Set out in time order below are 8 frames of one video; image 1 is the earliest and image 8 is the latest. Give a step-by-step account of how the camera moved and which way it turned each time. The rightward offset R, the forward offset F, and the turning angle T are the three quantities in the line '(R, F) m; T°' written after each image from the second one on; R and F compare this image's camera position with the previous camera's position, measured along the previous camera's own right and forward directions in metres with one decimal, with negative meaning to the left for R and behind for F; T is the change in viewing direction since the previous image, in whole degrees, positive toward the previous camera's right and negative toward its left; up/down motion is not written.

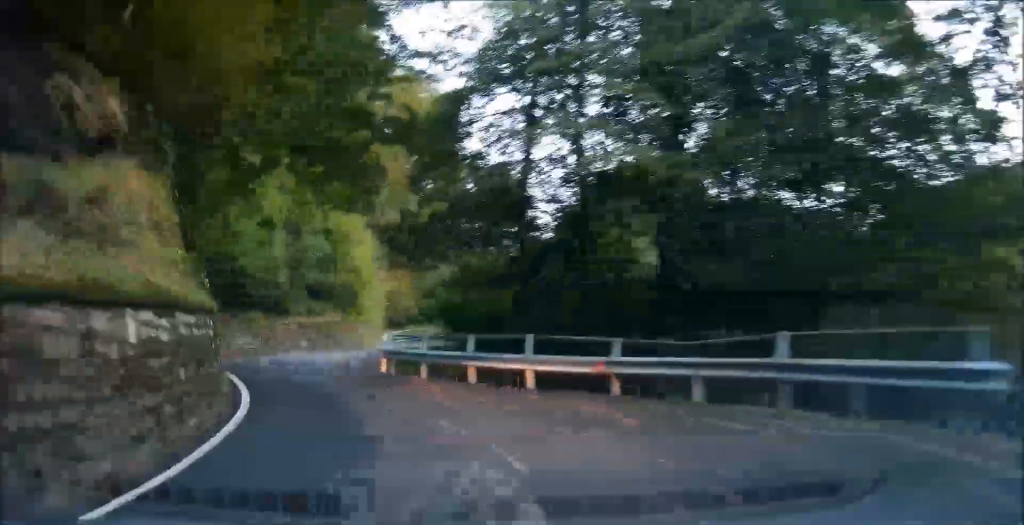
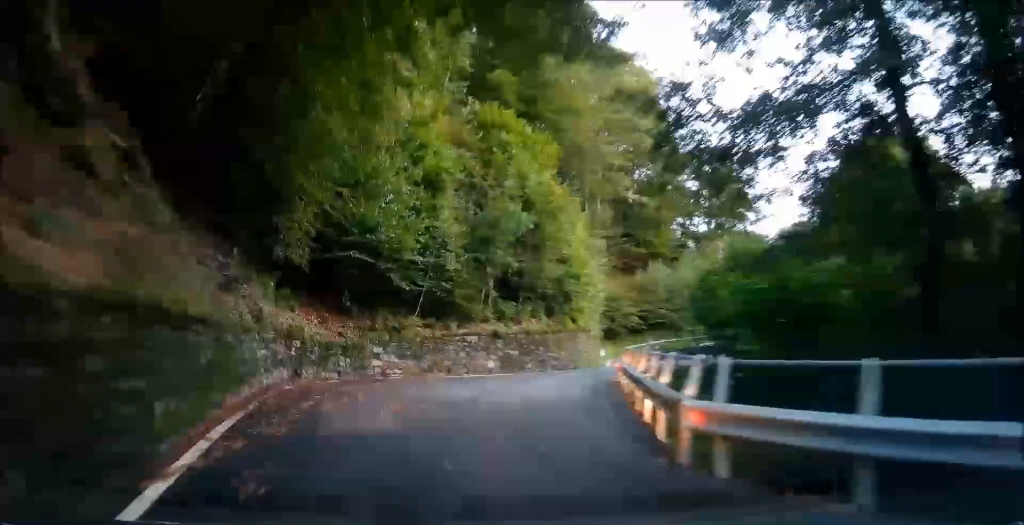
(-0.3, +13.0) m; -3°
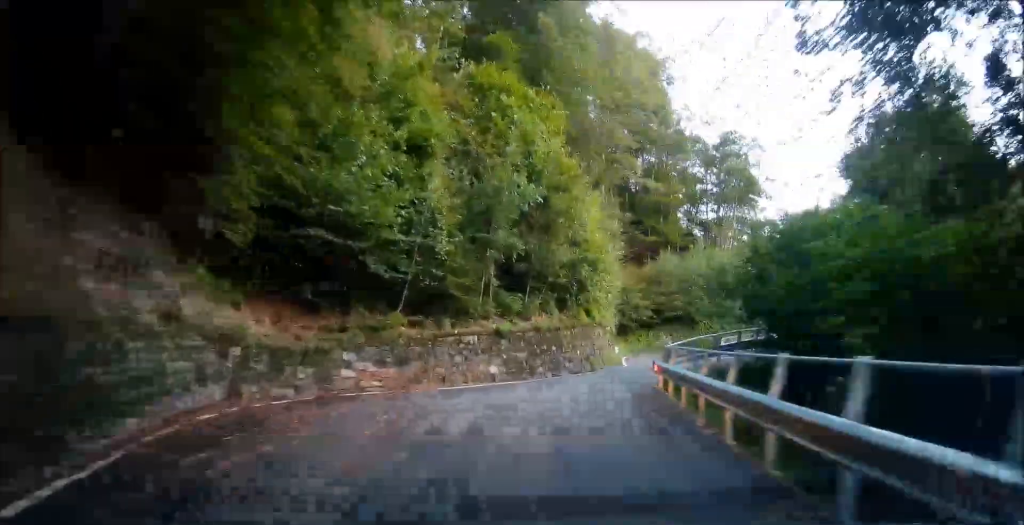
(-0.1, +4.5) m; +1°
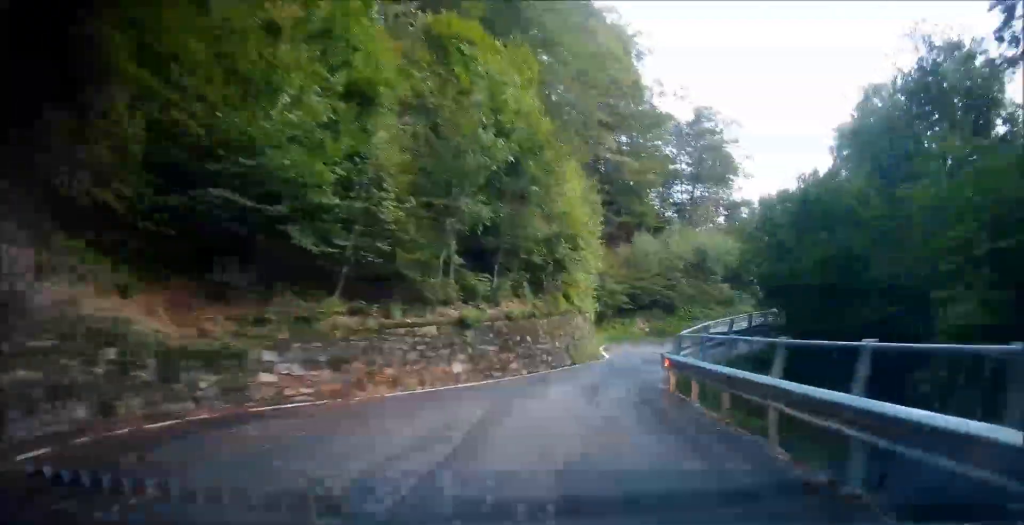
(+0.1, +3.6) m; +4°
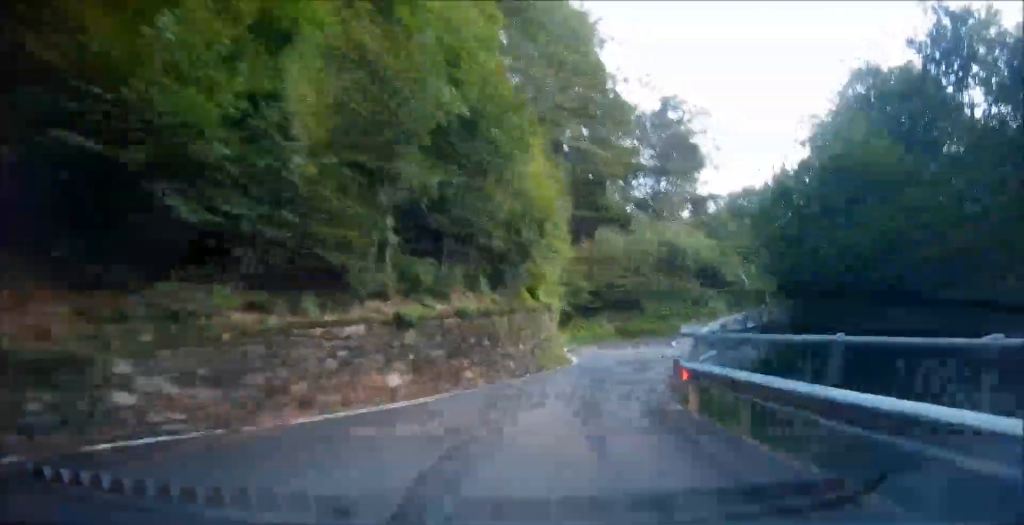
(+0.1, +3.6) m; +1°
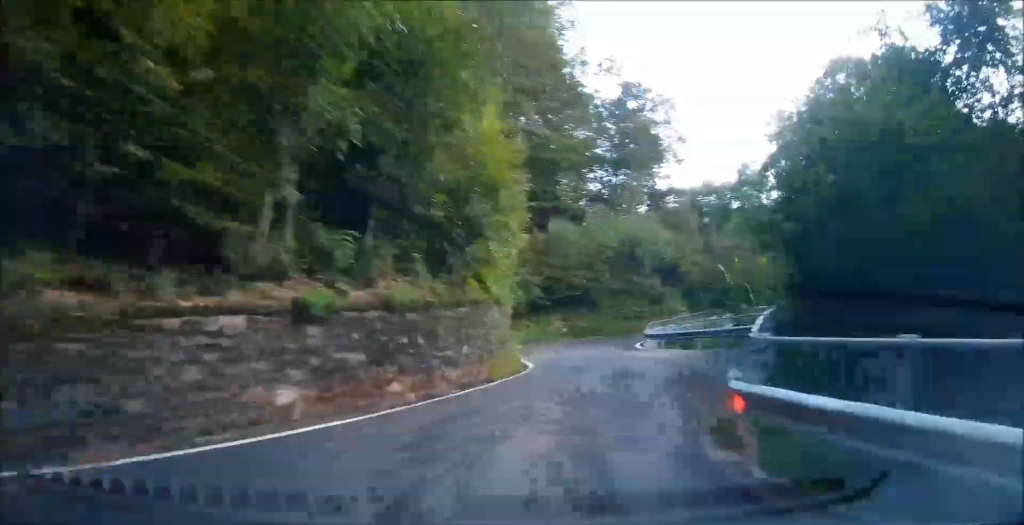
(+0.1, +3.4) m; 0°
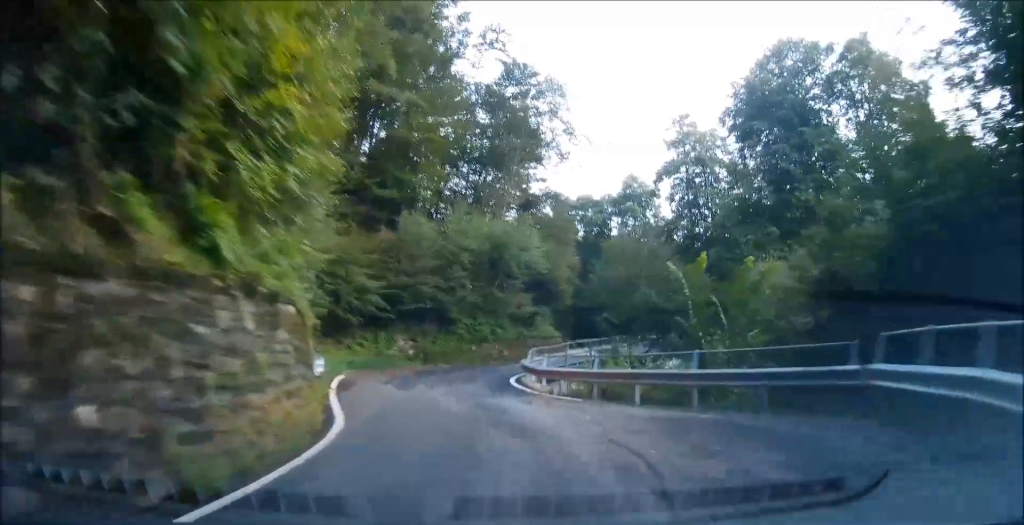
(-0.2, +9.6) m; -1°
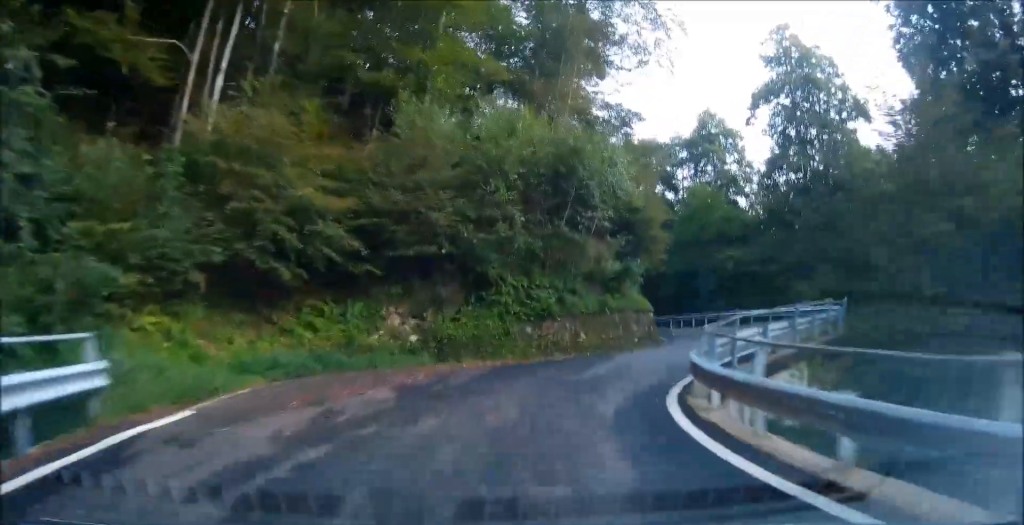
(+1.1, +16.2) m; +9°
